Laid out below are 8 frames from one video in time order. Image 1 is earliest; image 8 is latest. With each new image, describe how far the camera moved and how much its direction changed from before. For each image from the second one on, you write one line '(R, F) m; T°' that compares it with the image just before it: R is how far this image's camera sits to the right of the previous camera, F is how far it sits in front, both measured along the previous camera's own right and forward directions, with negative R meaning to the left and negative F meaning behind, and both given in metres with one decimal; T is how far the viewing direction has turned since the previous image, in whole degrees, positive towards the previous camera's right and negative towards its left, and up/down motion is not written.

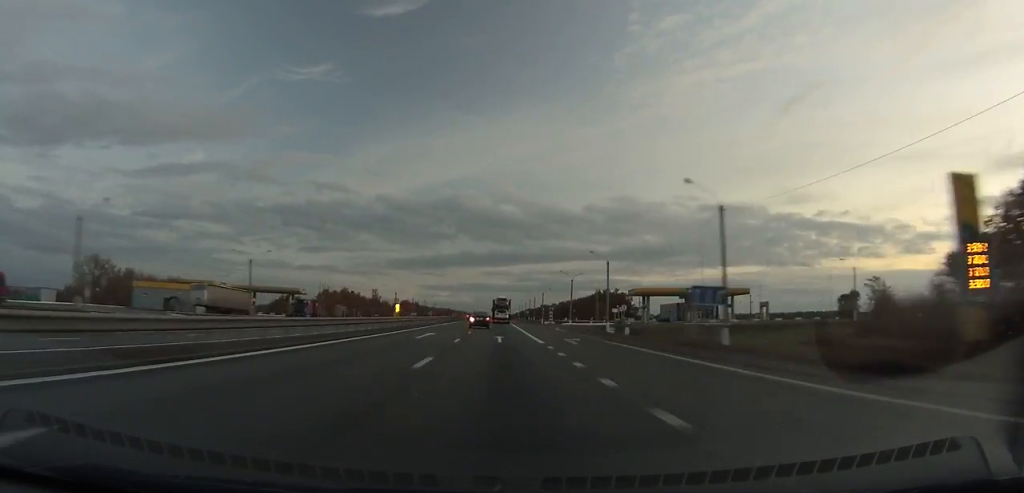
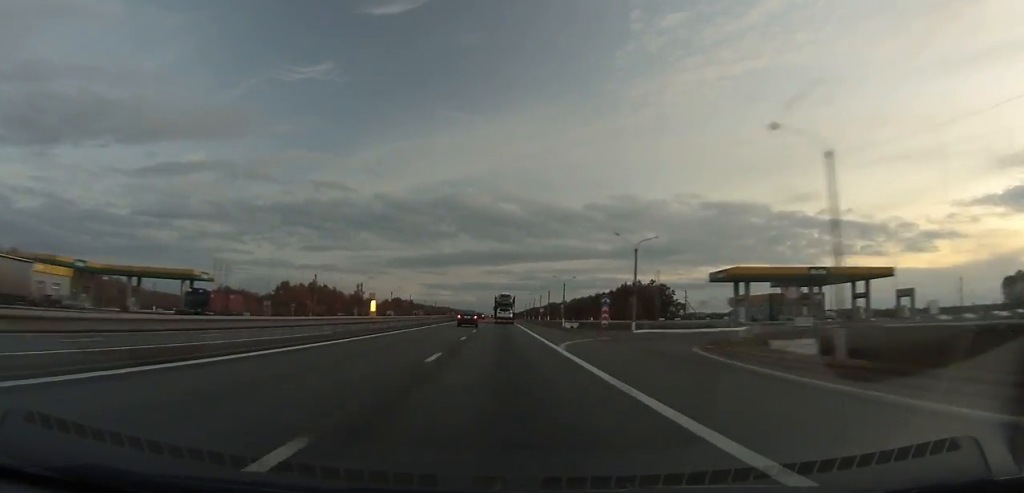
(+0.2, +46.9) m; 0°
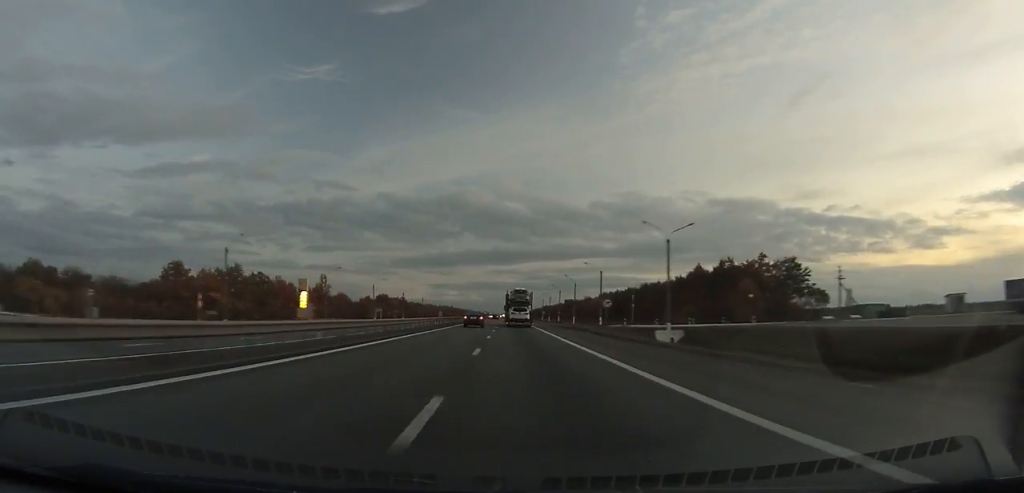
(-0.2, +68.8) m; 0°
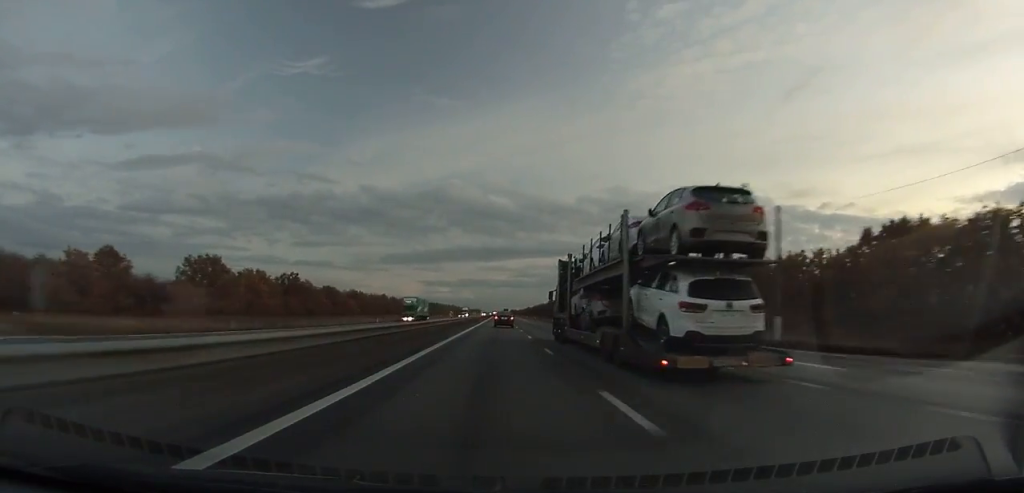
(+0.2, +190.5) m; +1°
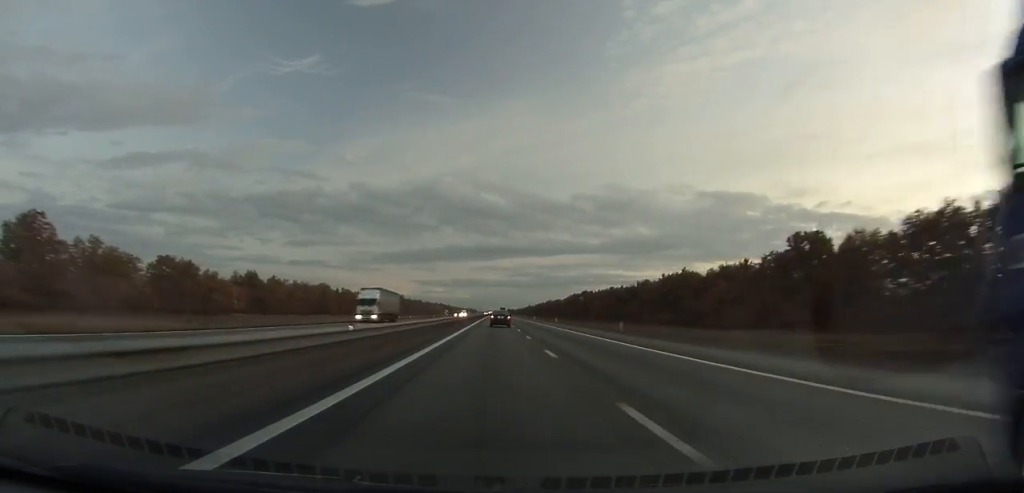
(+0.4, +107.3) m; 0°
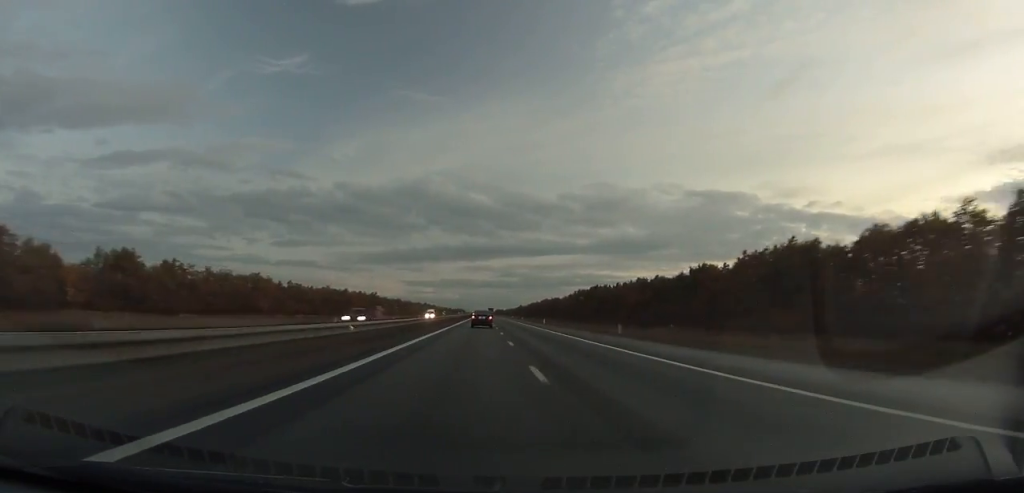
(0.0, +53.5) m; 0°
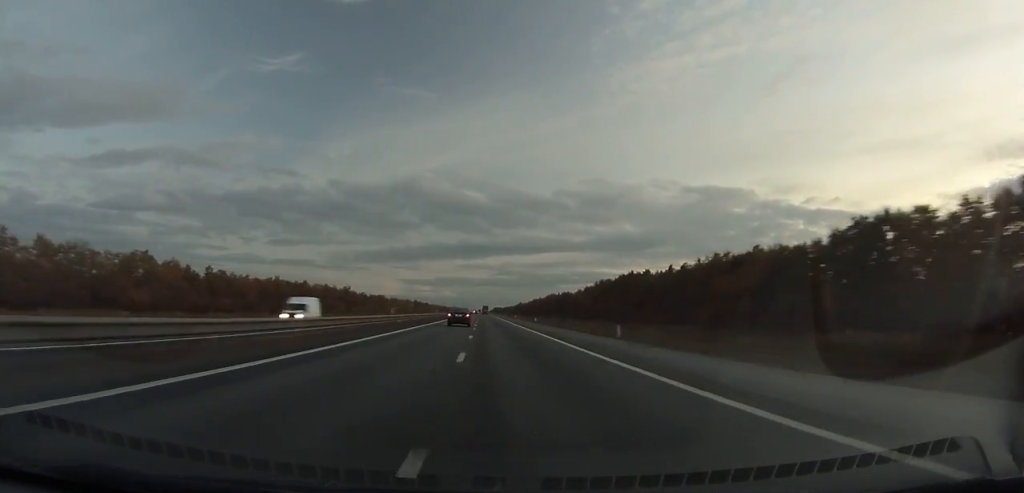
(+0.2, +56.7) m; 0°
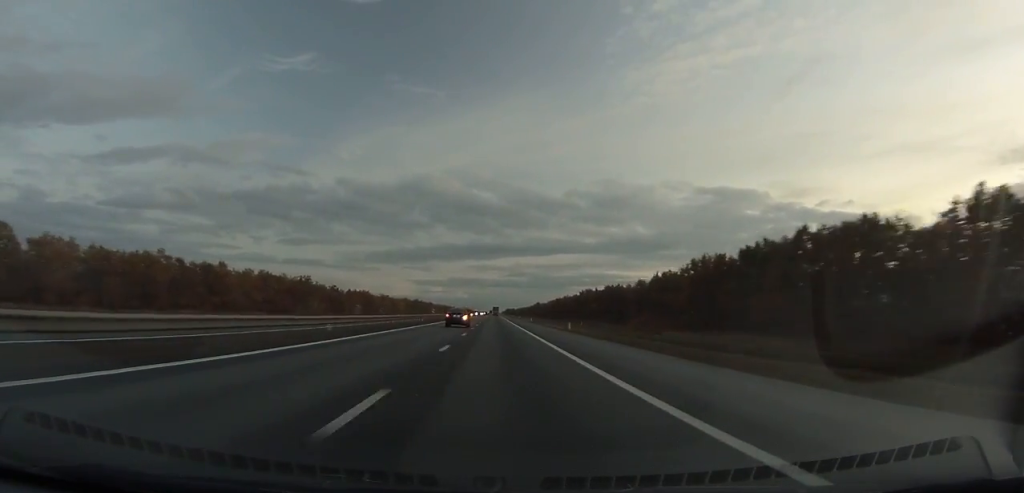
(+0.5, +80.7) m; 0°
